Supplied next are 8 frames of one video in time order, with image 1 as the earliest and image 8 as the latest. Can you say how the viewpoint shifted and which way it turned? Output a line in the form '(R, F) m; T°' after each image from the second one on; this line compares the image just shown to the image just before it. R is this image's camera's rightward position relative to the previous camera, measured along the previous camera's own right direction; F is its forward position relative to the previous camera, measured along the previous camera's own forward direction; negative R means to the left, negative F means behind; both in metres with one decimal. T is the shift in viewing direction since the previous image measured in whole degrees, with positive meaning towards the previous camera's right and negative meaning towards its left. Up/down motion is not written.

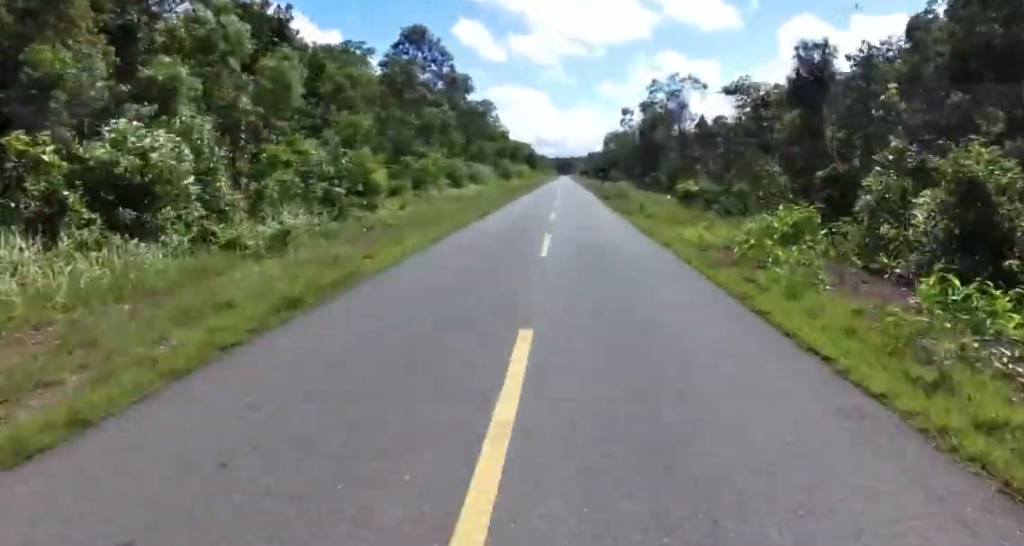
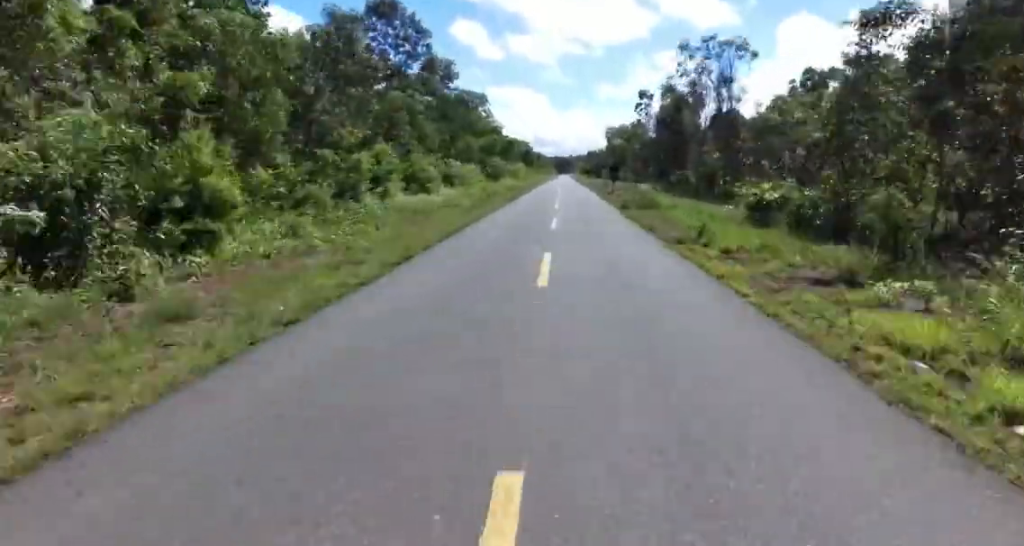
(+0.7, +10.0) m; 0°
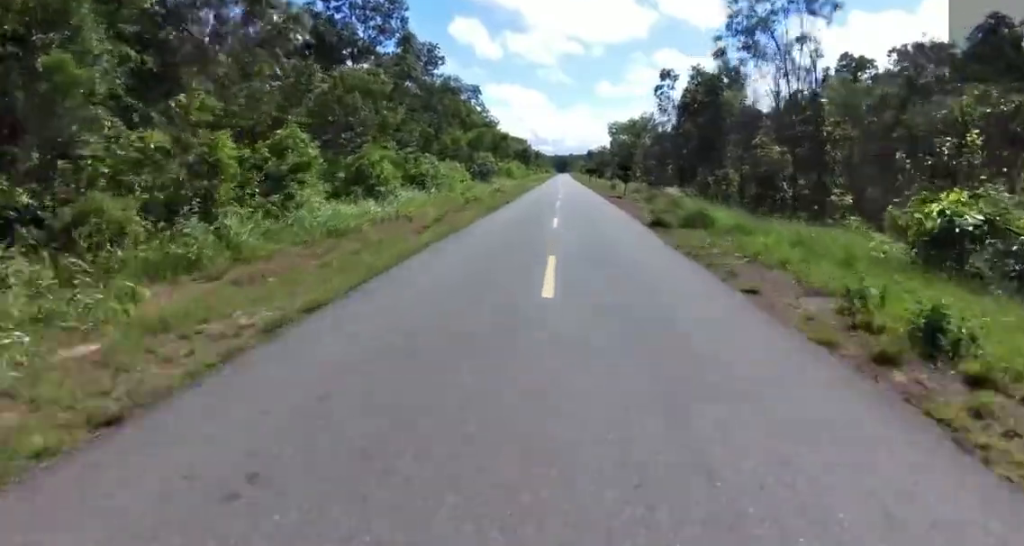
(-0.3, +9.9) m; -2°
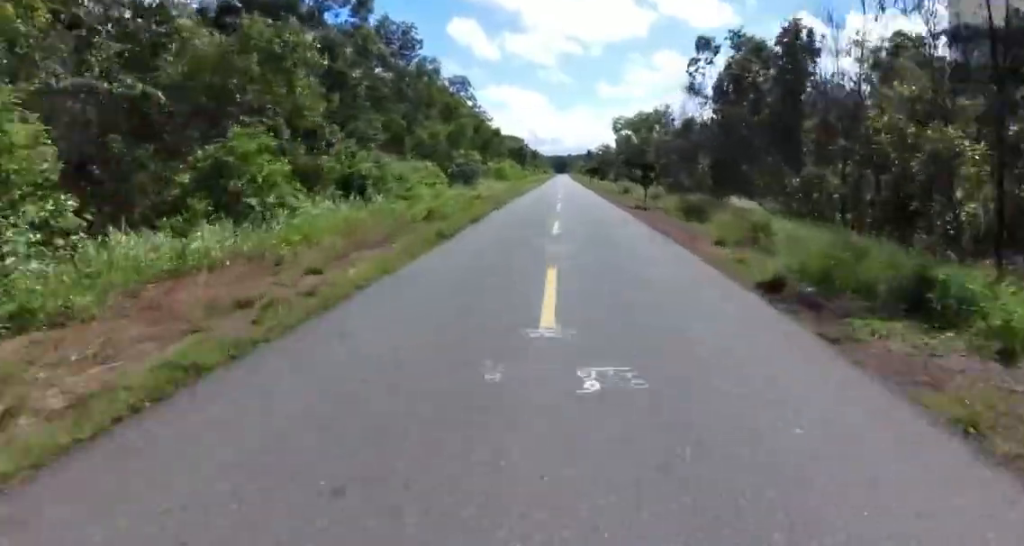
(-0.5, +10.8) m; -2°
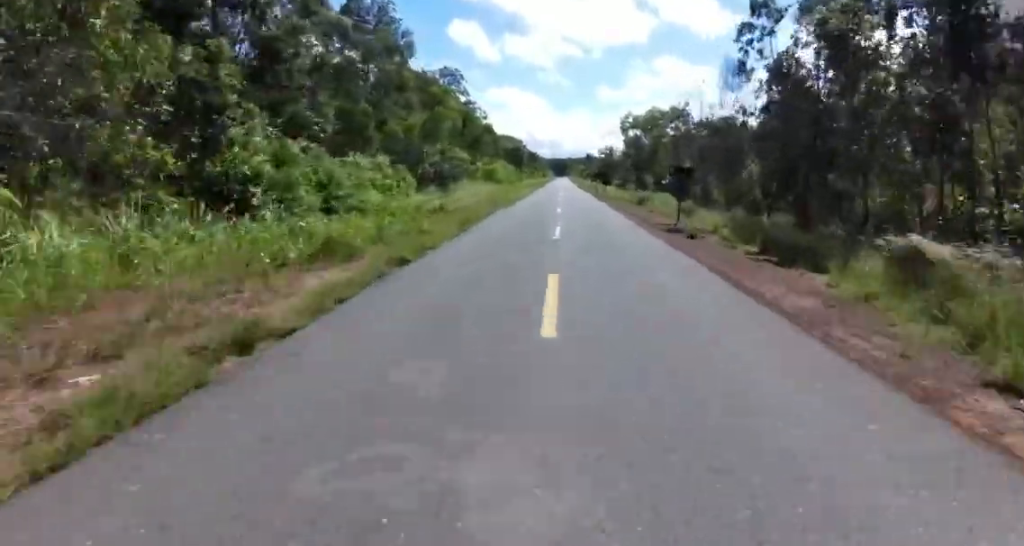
(-0.1, +9.2) m; +1°
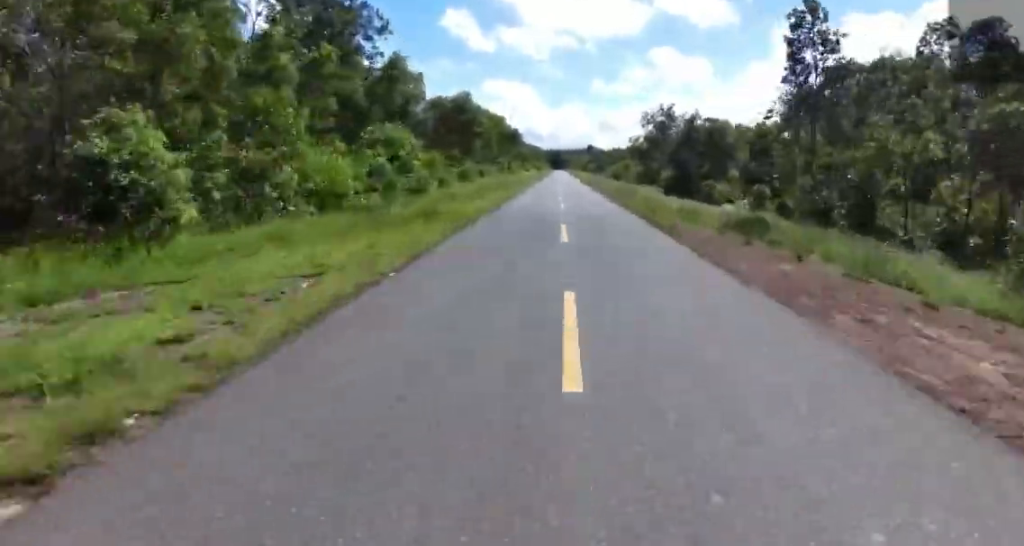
(+2.7, +62.2) m; +1°
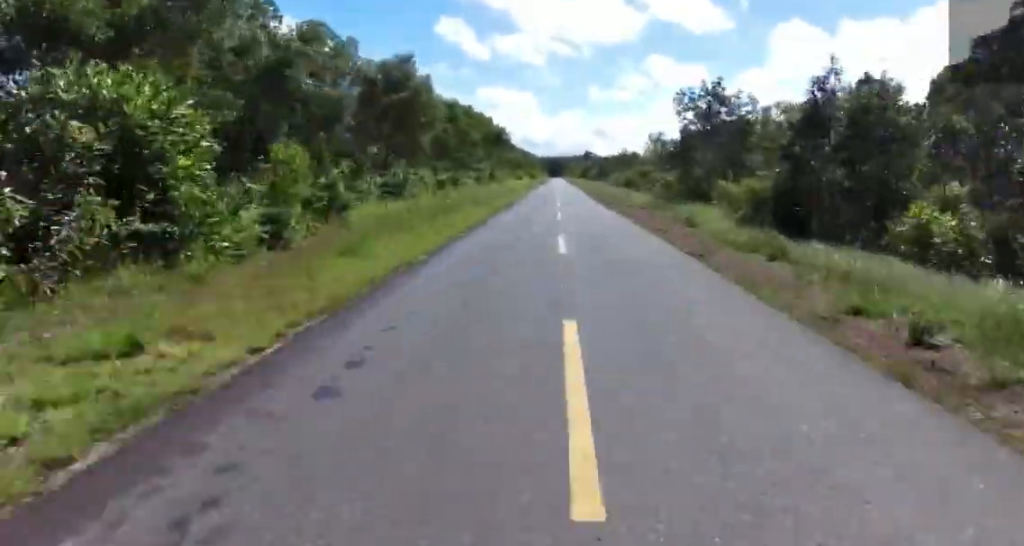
(0.0, +19.0) m; 0°
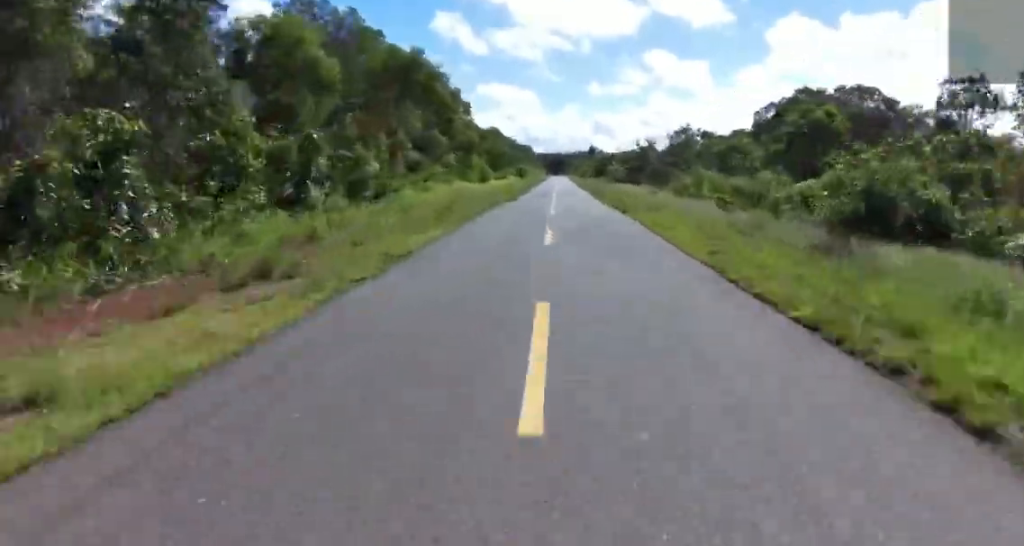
(-1.2, +52.5) m; -2°
